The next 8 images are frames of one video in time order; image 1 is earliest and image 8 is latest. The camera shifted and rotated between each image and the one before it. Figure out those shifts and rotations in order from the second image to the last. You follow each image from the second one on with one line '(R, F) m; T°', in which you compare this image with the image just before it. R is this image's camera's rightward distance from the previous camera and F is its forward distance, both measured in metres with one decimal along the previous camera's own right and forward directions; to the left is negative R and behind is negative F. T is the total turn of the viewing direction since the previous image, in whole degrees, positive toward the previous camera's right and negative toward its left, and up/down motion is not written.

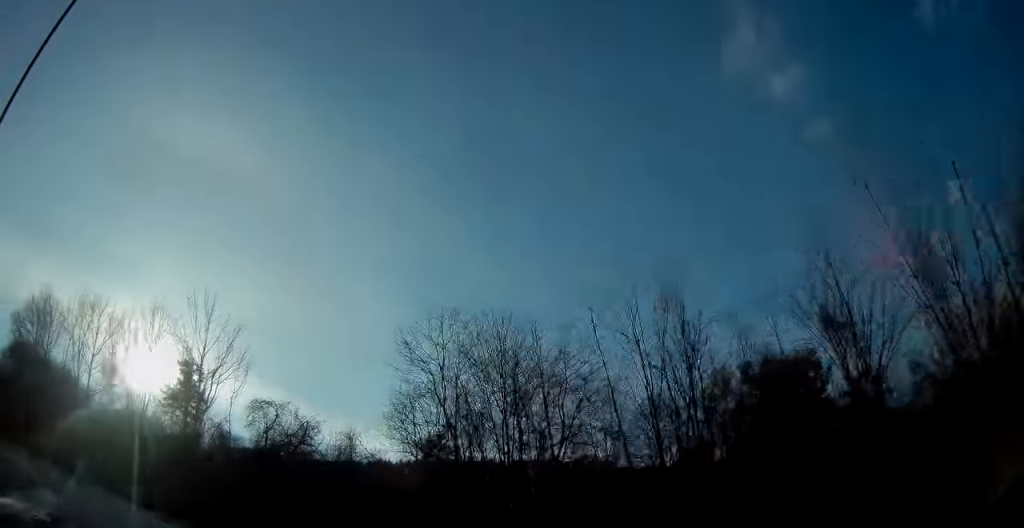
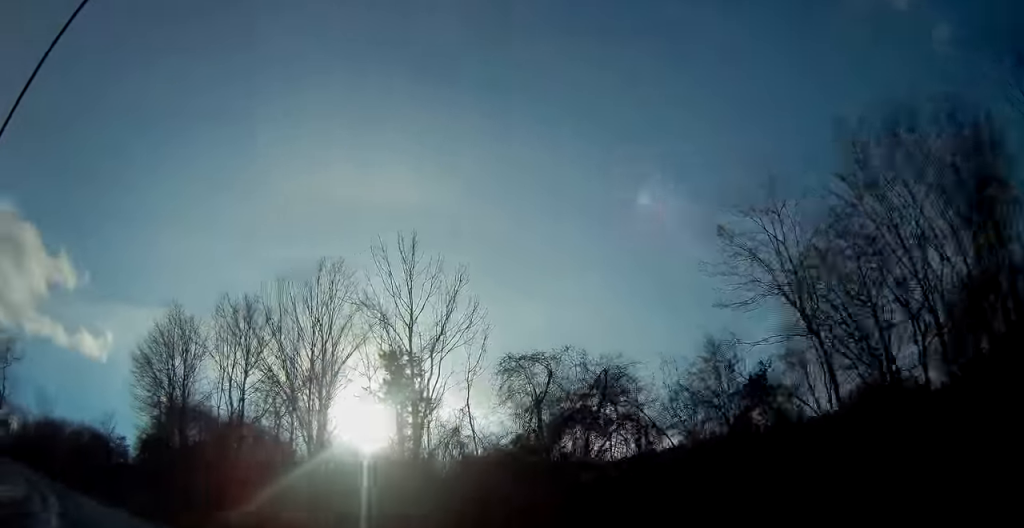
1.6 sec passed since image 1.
(-2.9, +14.3) m; -25°
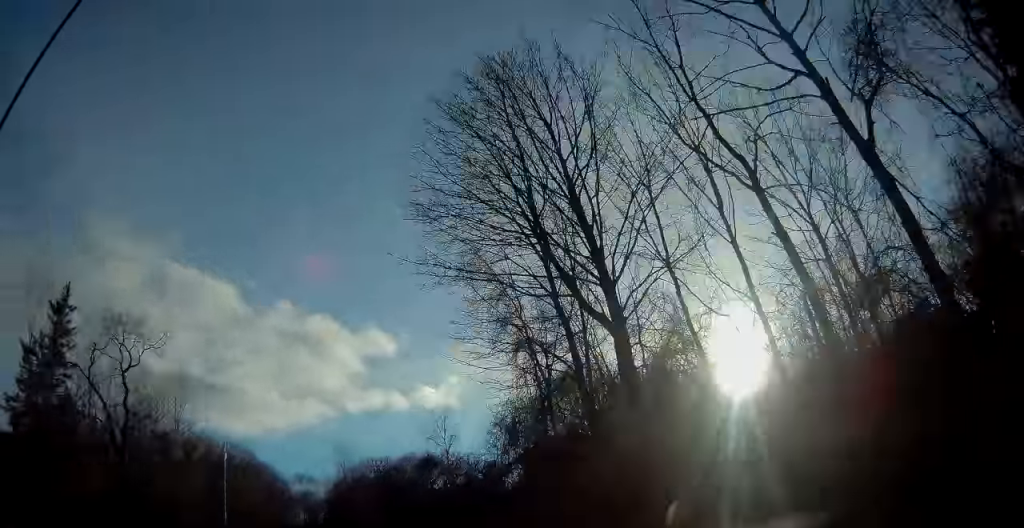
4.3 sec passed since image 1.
(-9.7, +24.4) m; -37°
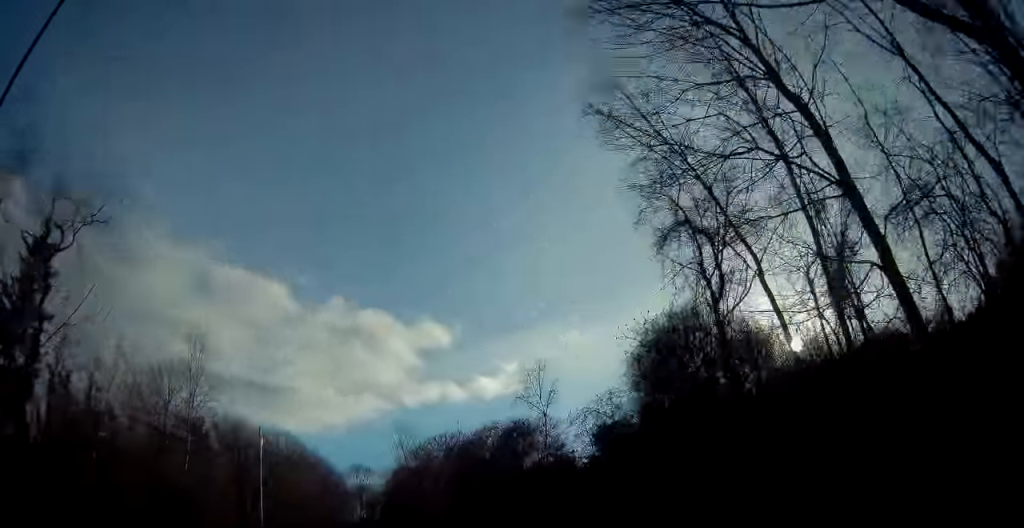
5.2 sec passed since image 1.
(-0.6, +10.0) m; -6°
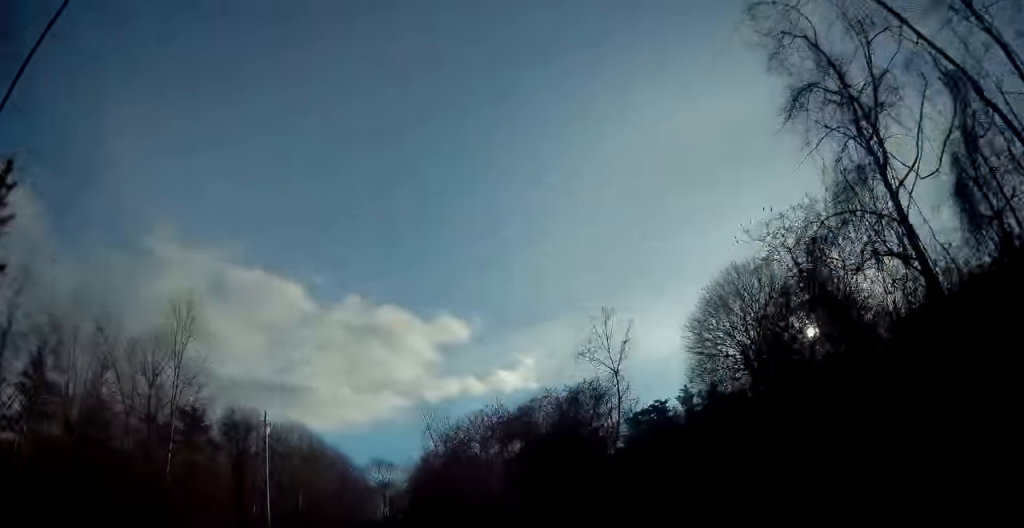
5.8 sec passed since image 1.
(-0.2, +6.8) m; -3°
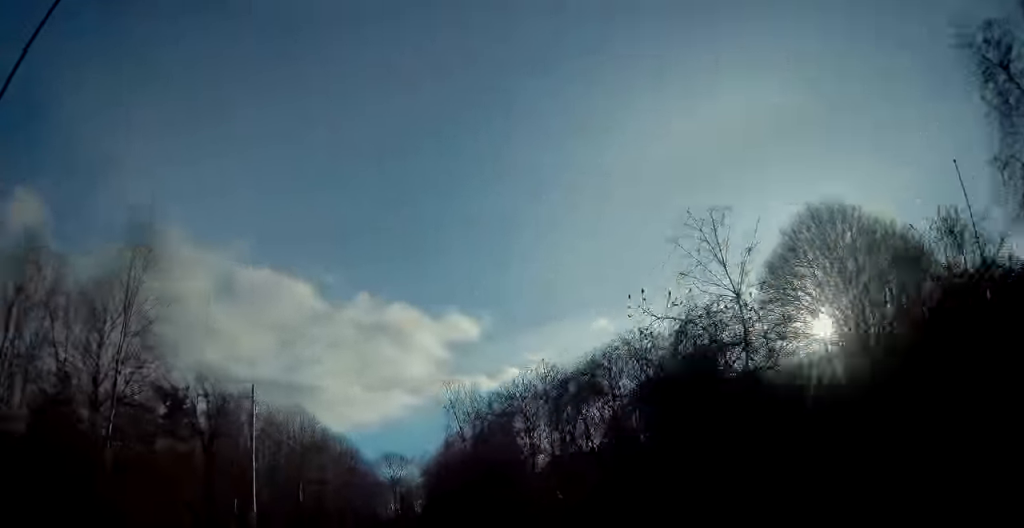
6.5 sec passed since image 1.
(-0.2, +8.4) m; -1°
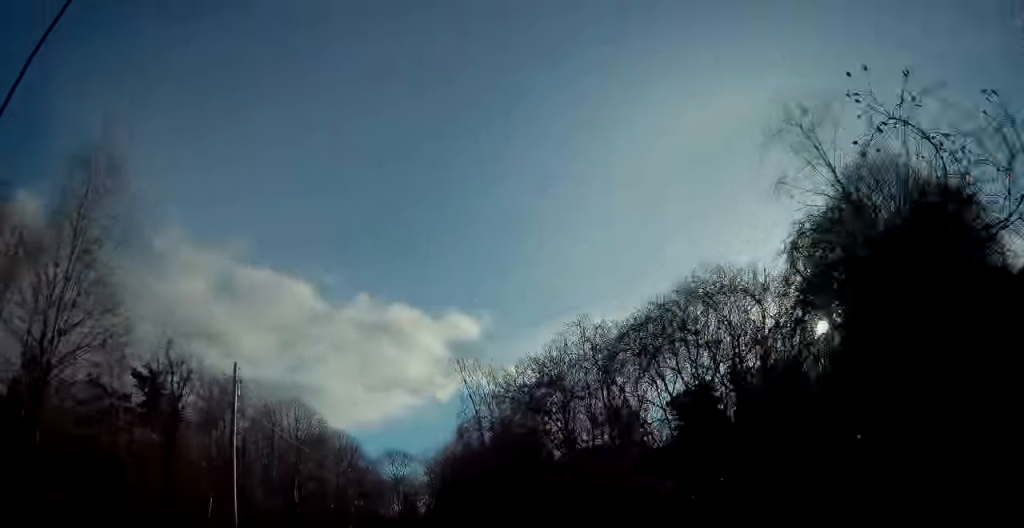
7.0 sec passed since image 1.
(0.0, +5.4) m; -1°
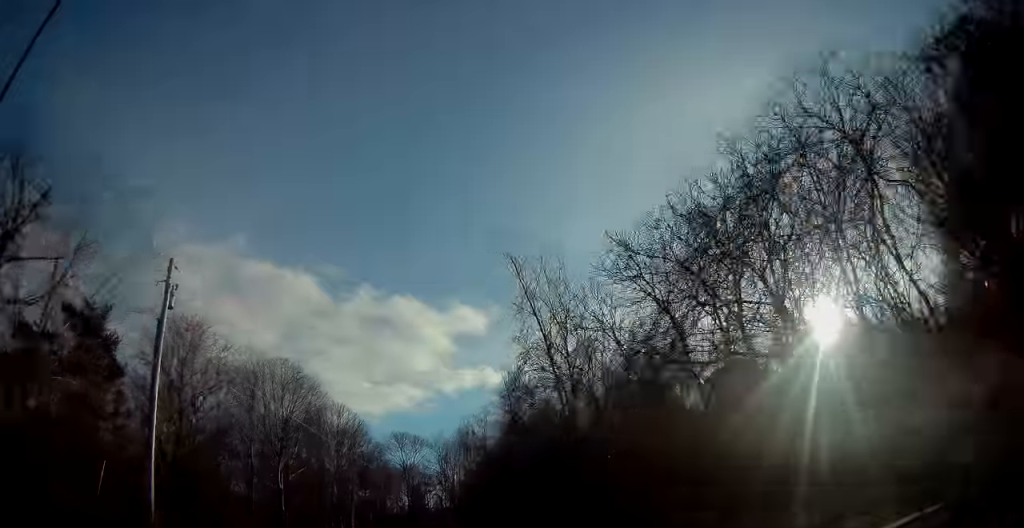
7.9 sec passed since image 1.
(0.0, +12.1) m; -1°
